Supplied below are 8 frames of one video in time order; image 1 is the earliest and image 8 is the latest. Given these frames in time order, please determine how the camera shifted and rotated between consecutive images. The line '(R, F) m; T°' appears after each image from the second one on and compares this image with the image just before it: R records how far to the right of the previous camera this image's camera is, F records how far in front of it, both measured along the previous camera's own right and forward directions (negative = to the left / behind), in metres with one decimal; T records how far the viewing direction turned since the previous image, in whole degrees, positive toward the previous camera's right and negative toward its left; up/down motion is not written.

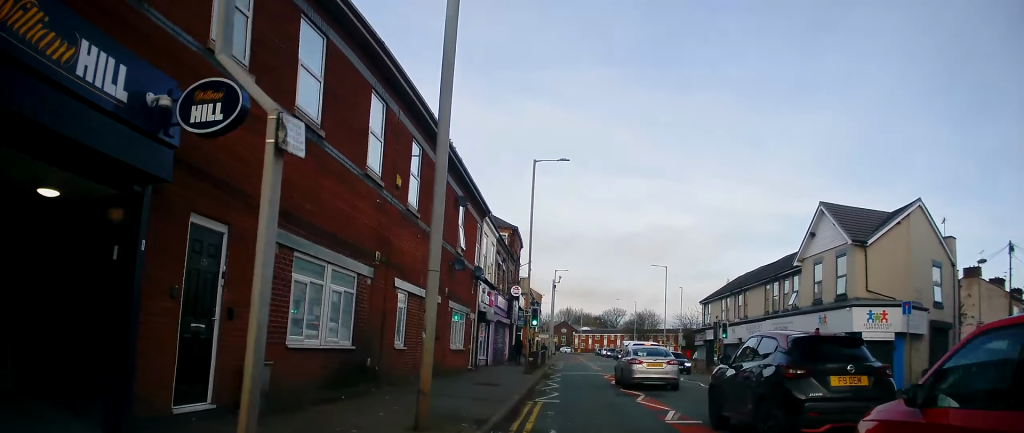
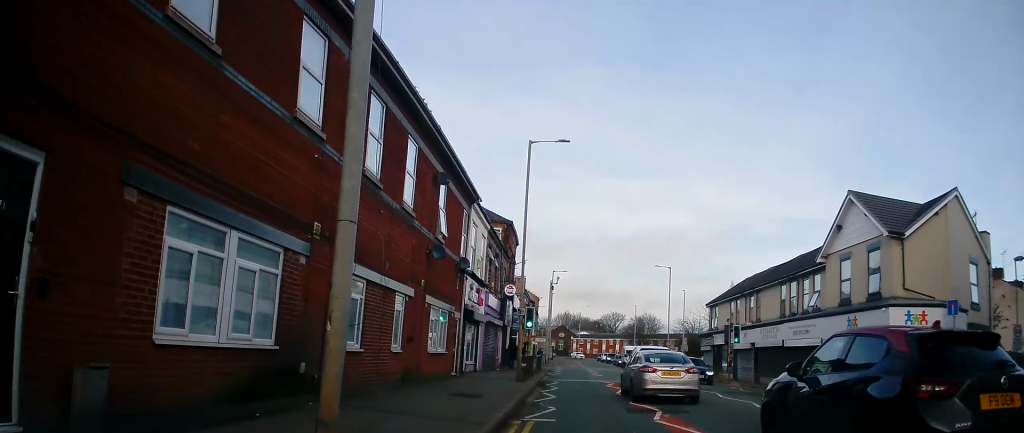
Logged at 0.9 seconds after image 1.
(-0.1, +3.5) m; 0°
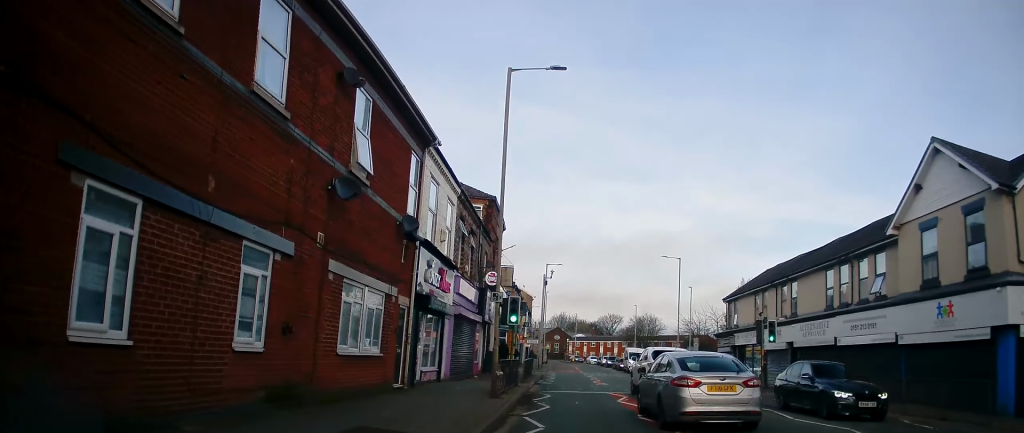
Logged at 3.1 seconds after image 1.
(+0.3, +6.7) m; +1°
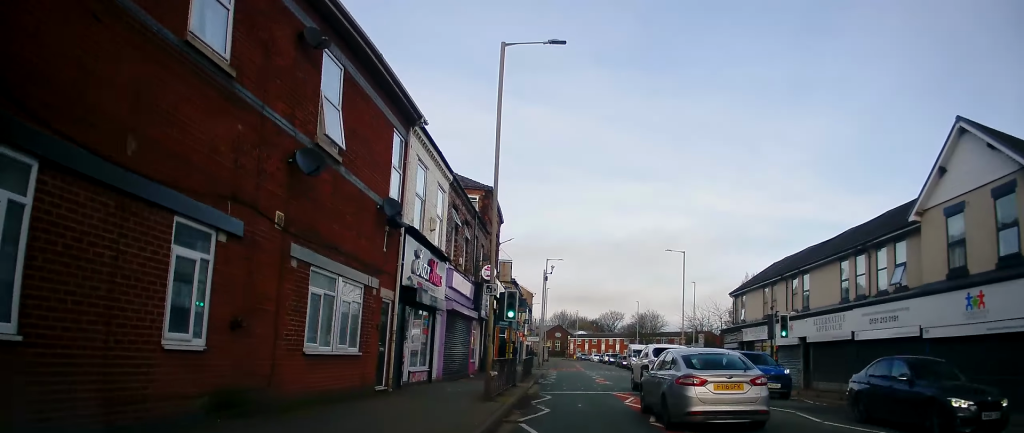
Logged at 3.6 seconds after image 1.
(-0.1, +1.5) m; -2°
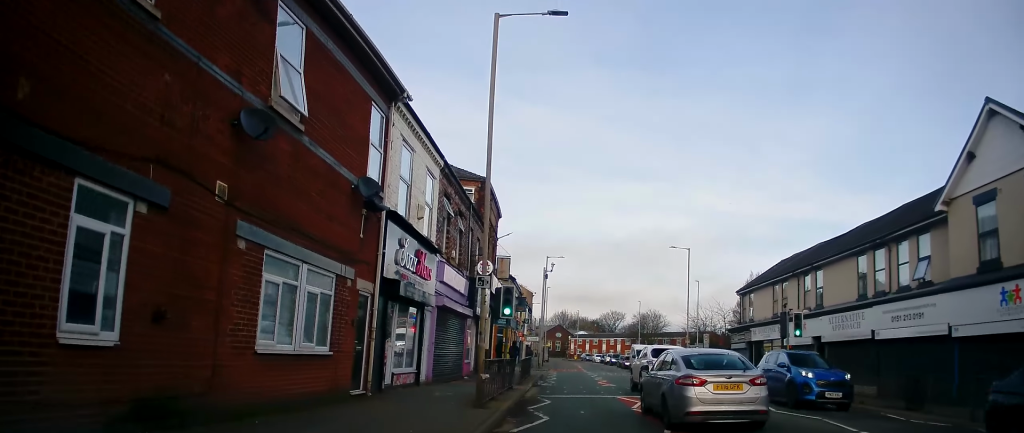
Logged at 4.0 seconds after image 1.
(0.0, +1.6) m; 0°
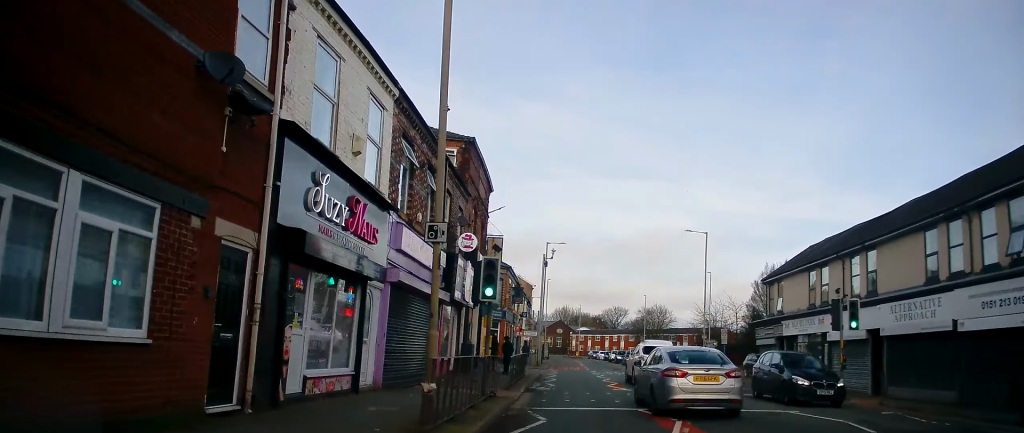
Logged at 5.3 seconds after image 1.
(0.0, +4.9) m; +1°
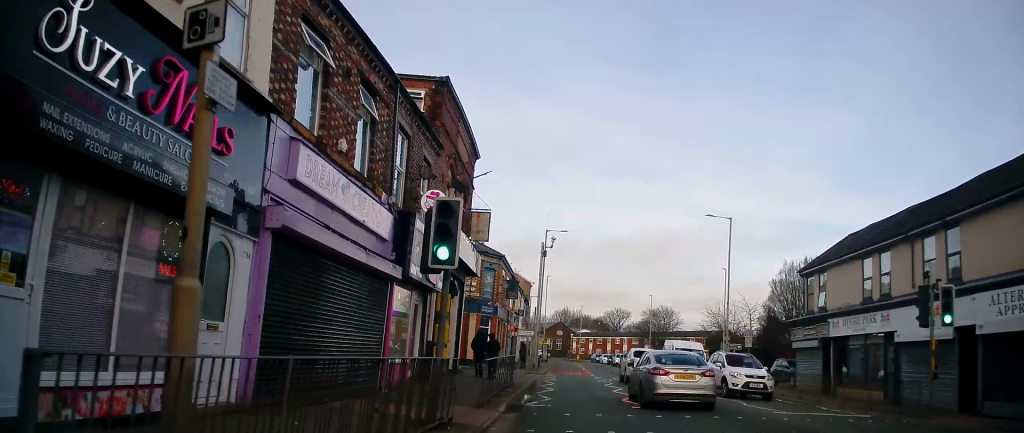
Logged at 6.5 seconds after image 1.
(+0.1, +5.5) m; -1°
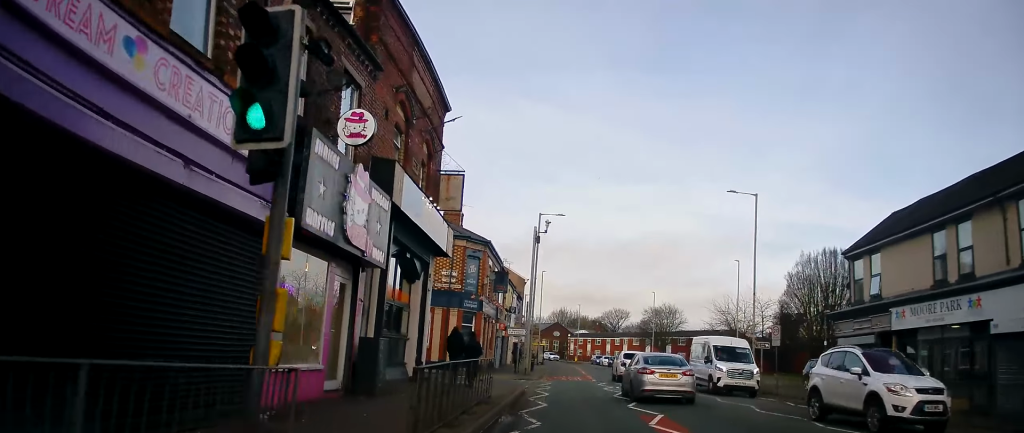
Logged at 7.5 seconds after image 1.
(-0.1, +5.4) m; 0°
